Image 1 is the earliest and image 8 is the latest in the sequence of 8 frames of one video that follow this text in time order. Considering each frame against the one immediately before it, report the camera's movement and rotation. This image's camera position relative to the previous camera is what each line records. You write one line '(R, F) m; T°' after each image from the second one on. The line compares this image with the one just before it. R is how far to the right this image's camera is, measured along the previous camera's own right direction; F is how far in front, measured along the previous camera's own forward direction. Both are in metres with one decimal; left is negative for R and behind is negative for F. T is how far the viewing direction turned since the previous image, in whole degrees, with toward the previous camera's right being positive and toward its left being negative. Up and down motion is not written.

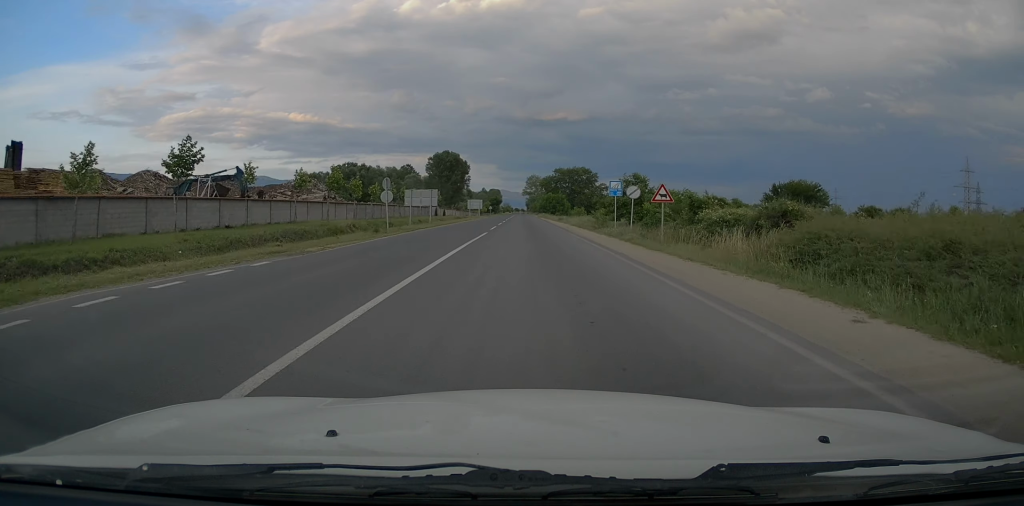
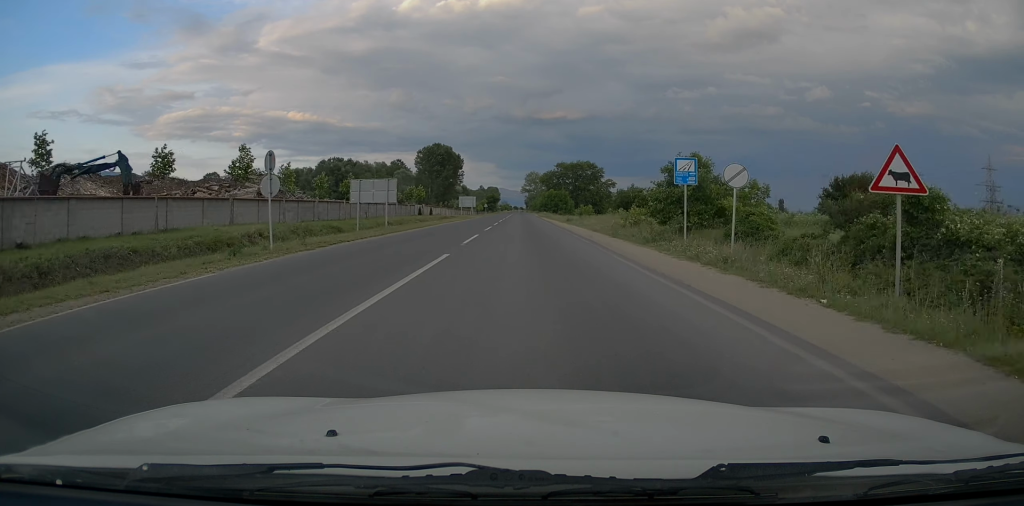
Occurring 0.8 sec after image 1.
(-0.3, +15.3) m; 0°
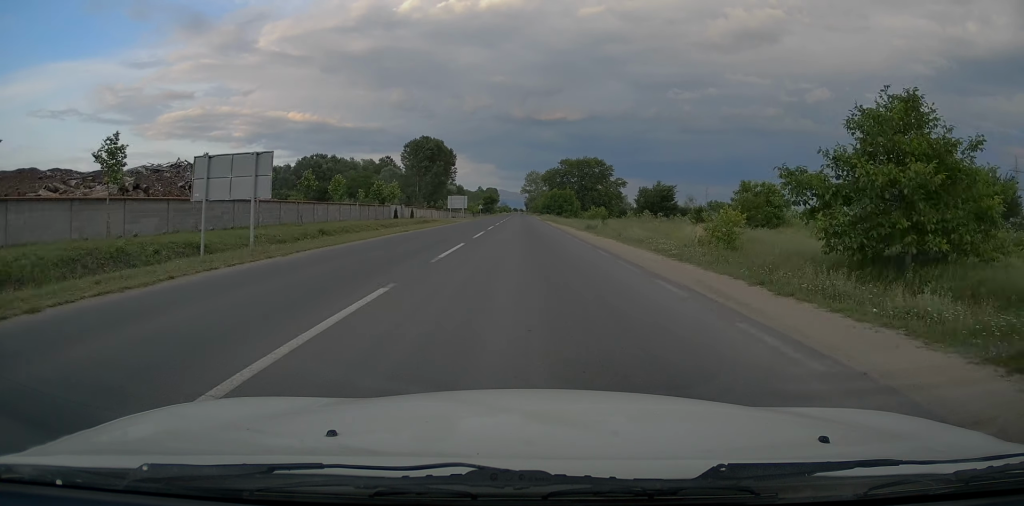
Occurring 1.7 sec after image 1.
(+0.3, +16.9) m; +1°
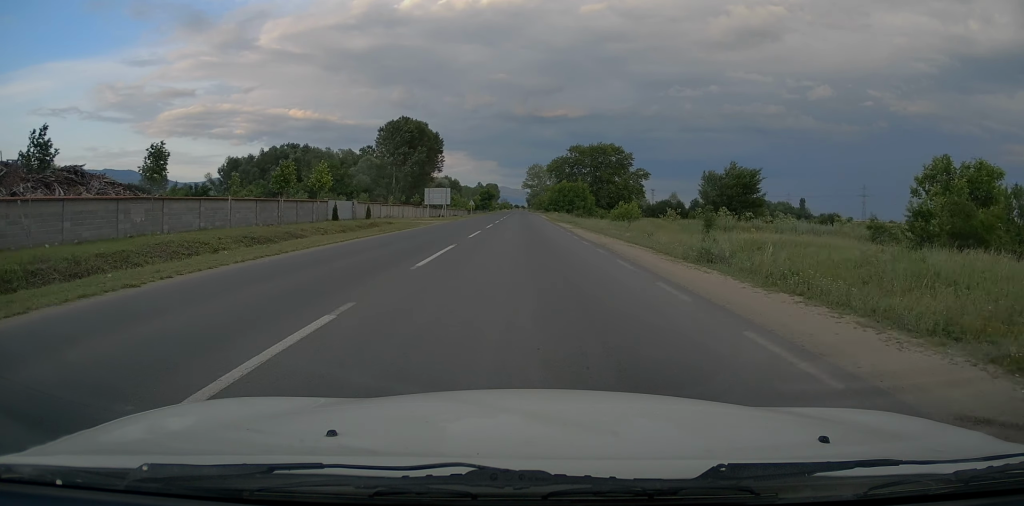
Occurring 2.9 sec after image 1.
(0.0, +24.4) m; 0°
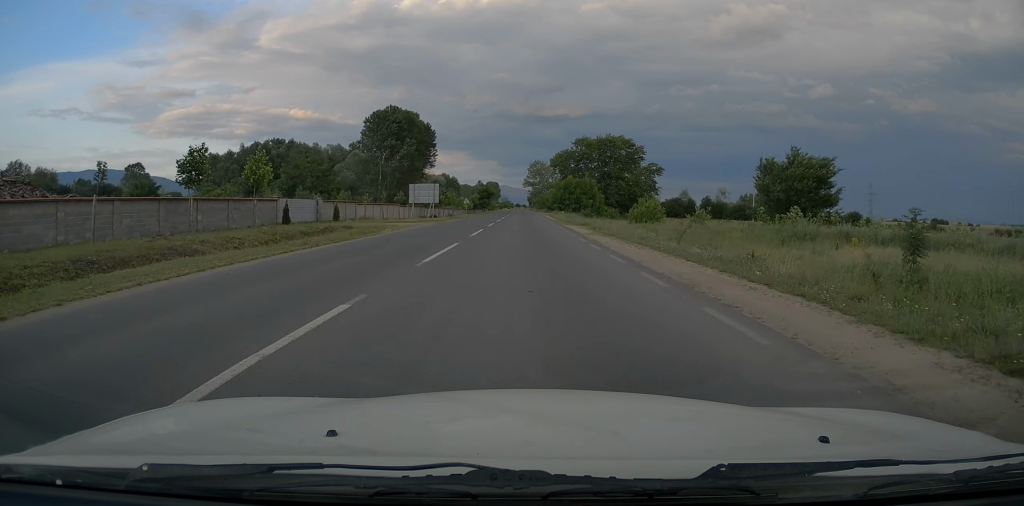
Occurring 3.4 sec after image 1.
(0.0, +10.7) m; 0°
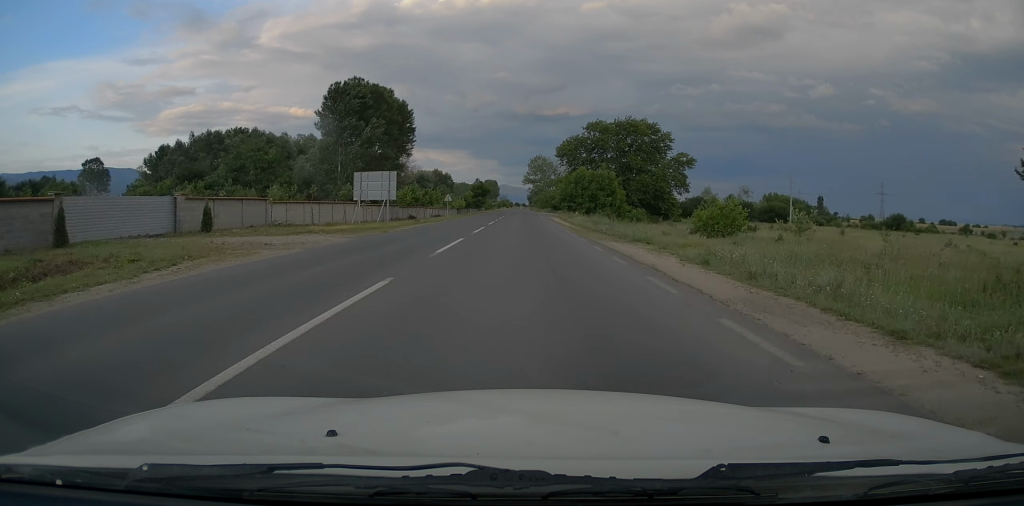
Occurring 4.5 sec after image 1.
(-0.1, +20.8) m; 0°
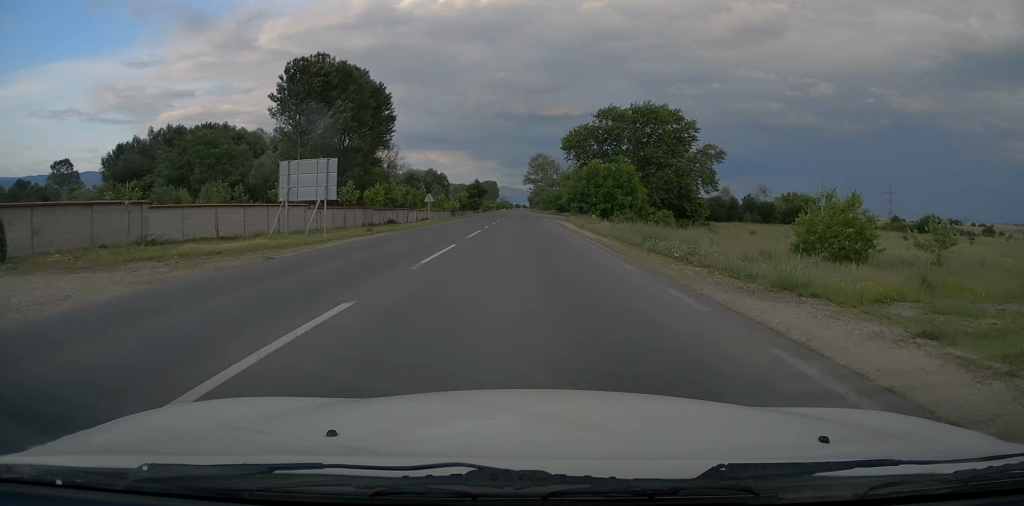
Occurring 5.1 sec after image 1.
(0.0, +13.5) m; 0°
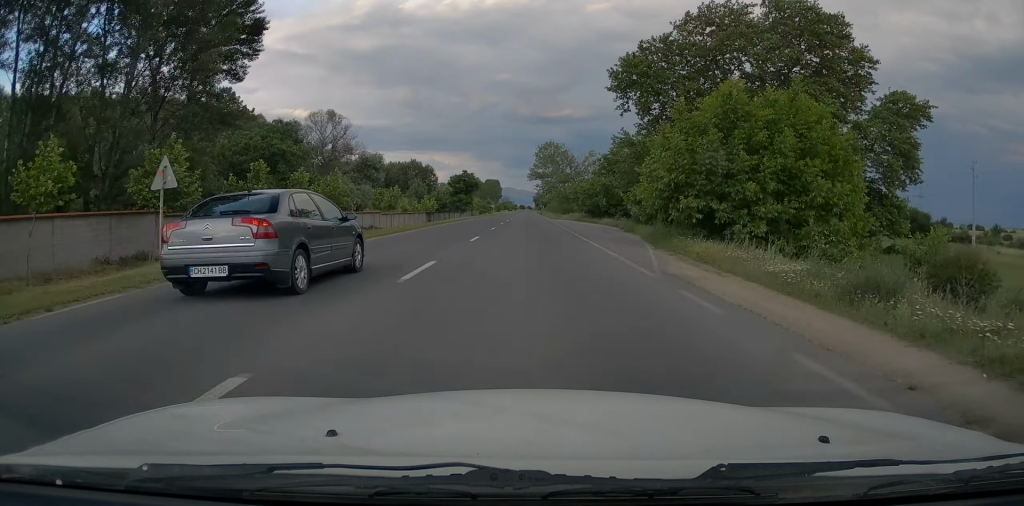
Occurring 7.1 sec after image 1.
(0.0, +40.4) m; 0°
